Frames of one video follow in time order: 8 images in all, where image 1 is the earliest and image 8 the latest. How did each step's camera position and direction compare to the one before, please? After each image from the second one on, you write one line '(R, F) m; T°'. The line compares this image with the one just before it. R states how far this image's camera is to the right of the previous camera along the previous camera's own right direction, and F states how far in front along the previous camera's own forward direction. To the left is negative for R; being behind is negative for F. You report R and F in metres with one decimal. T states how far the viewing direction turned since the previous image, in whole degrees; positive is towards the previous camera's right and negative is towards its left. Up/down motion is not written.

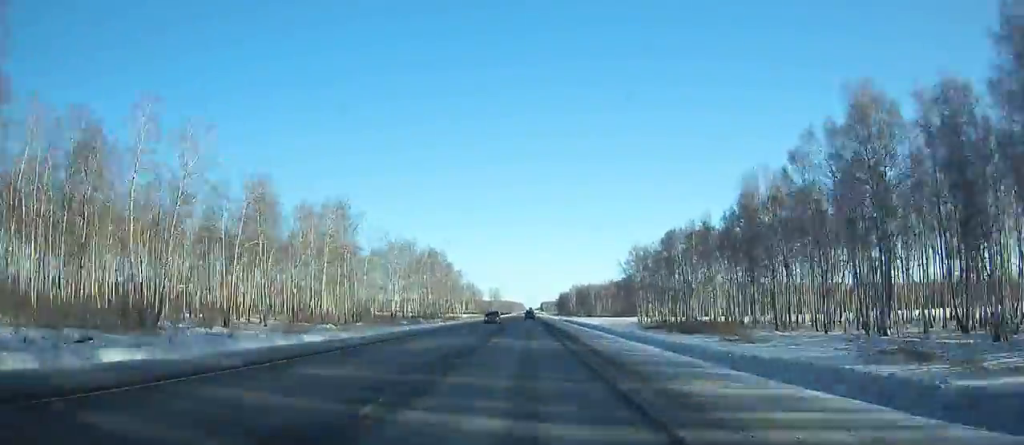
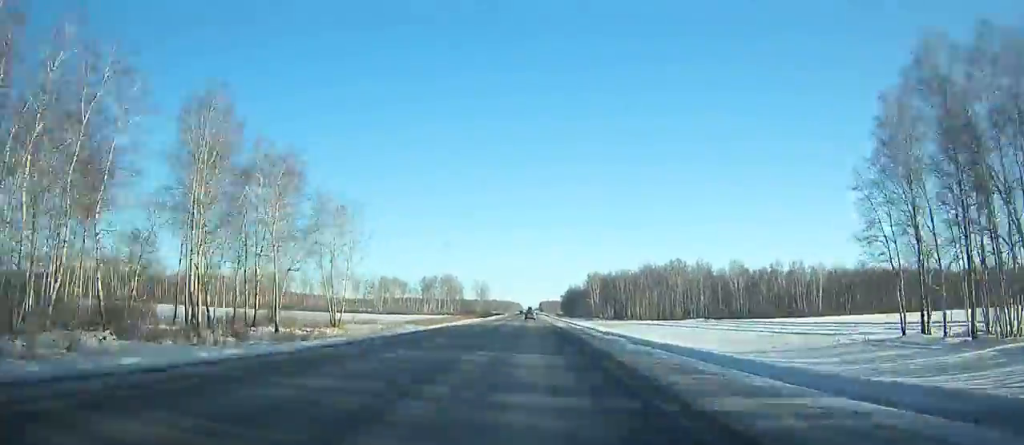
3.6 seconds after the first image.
(+0.3, +124.4) m; 0°
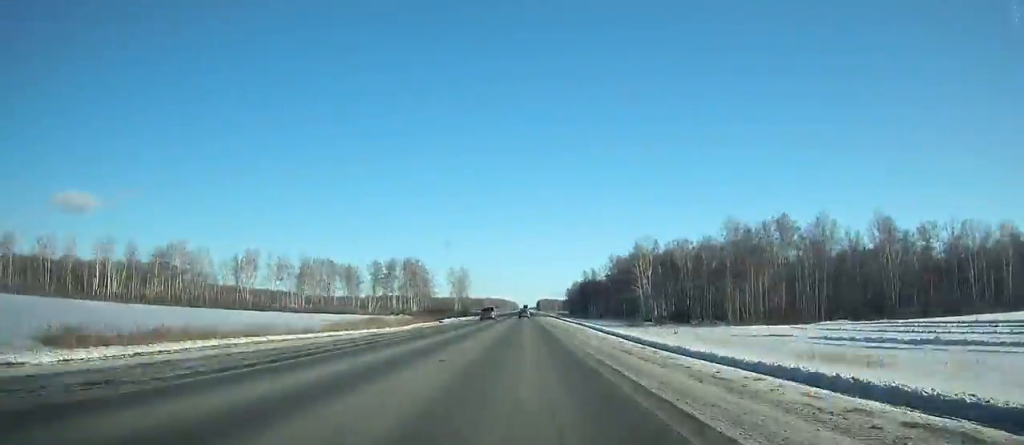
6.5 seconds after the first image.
(+0.5, +100.7) m; 0°
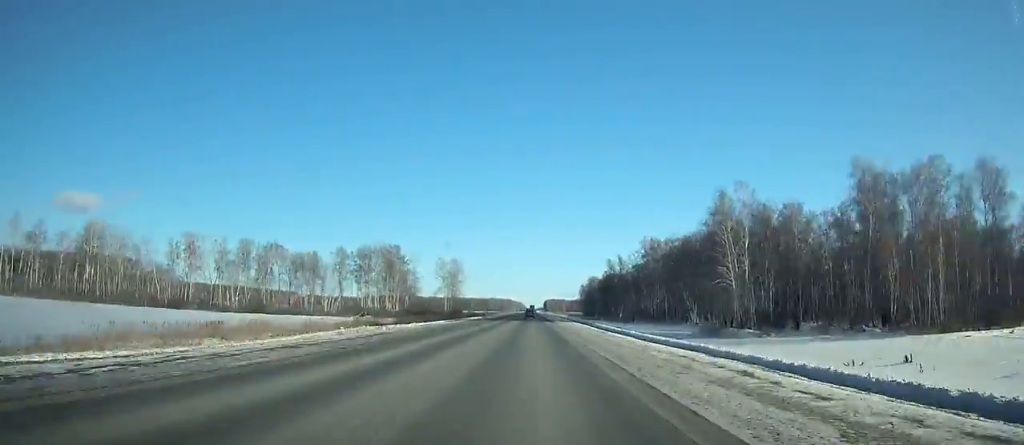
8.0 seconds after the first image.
(-0.1, +52.0) m; 0°
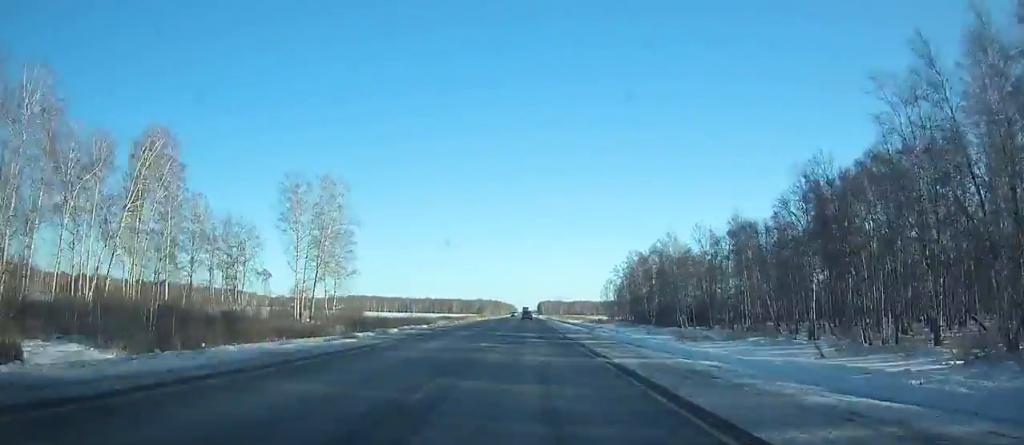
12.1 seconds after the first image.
(-0.1, +142.1) m; 0°
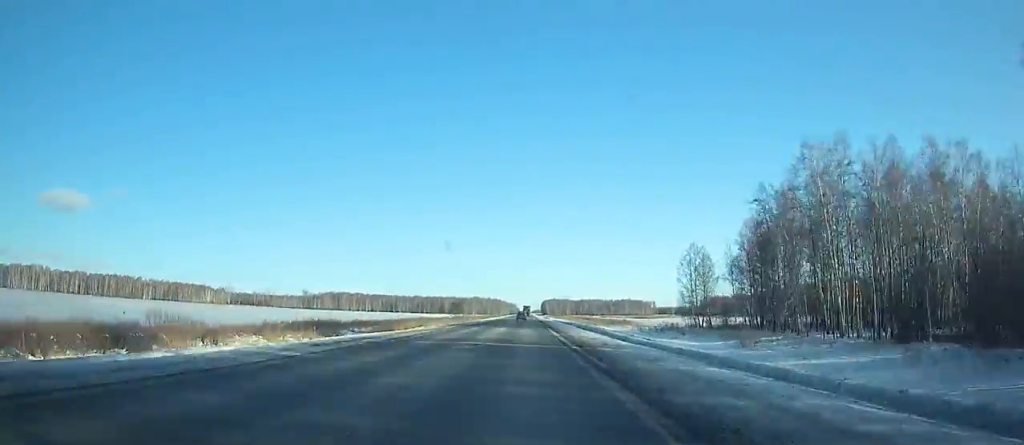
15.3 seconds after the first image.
(+0.4, +111.0) m; 0°
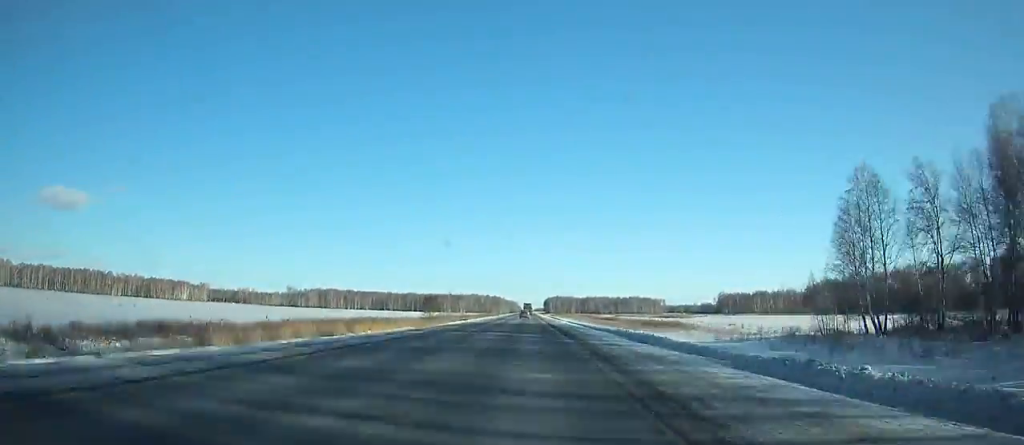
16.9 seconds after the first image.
(-0.2, +55.3) m; 0°
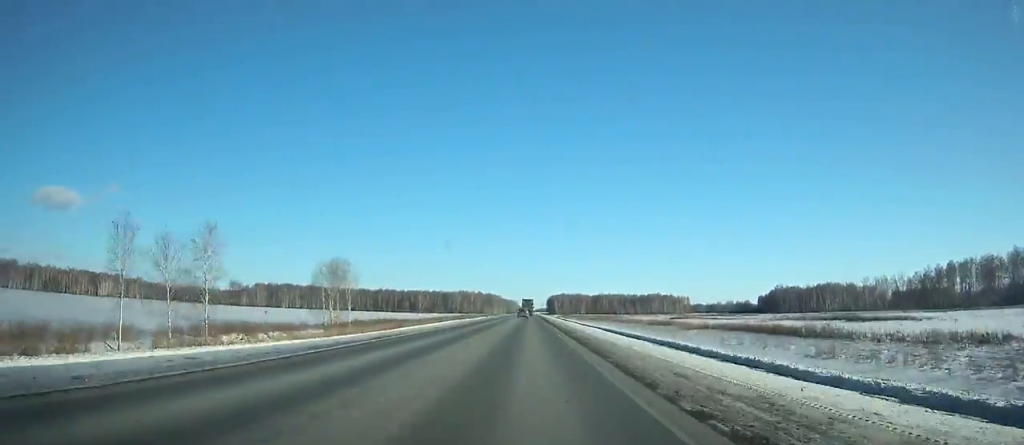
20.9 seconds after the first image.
(-0.4, +136.7) m; 0°
